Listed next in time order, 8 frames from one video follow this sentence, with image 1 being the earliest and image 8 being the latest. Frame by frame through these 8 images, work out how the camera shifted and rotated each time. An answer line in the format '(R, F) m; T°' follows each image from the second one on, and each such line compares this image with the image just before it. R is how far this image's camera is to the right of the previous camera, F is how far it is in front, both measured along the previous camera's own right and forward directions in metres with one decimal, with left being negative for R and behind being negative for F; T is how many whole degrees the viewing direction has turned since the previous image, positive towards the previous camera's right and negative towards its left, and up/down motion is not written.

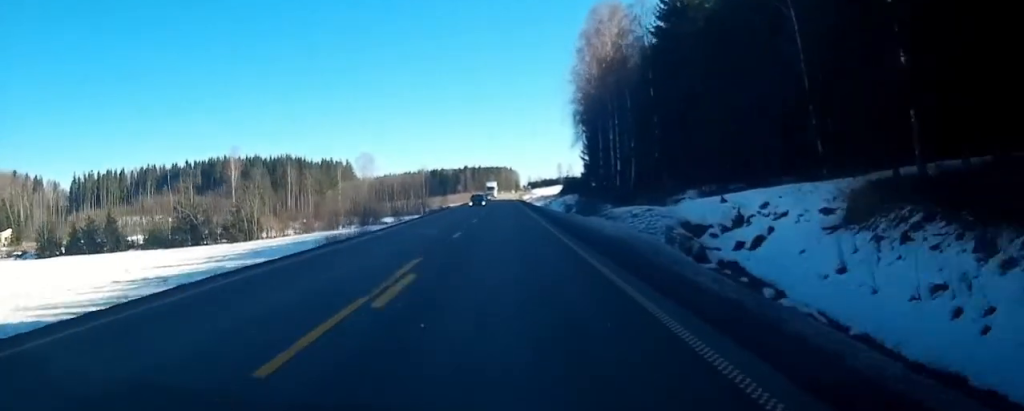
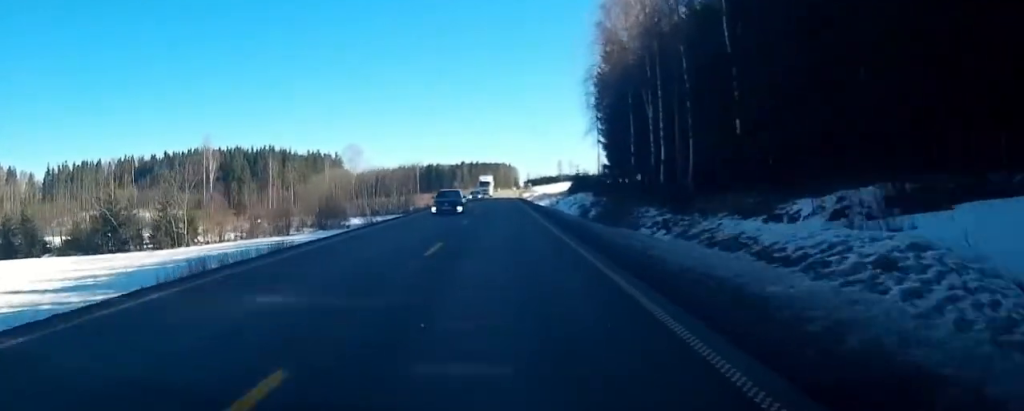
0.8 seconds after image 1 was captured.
(-0.3, +18.6) m; +1°
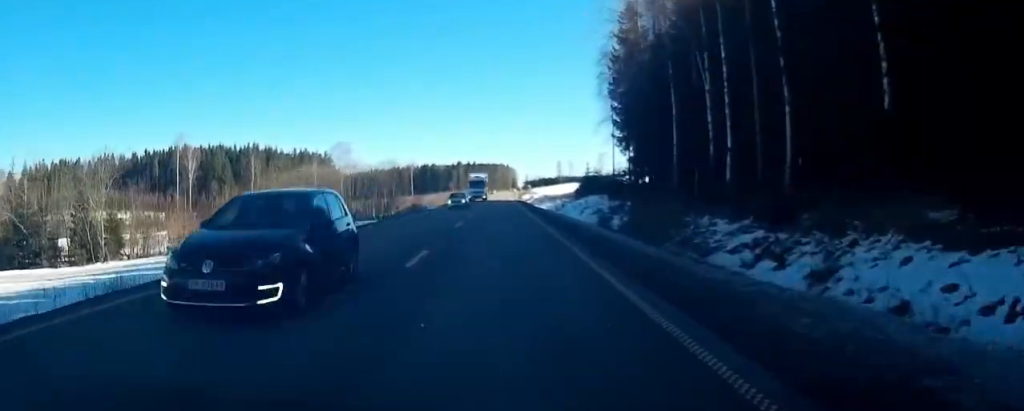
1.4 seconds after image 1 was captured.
(+0.2, +14.6) m; +1°
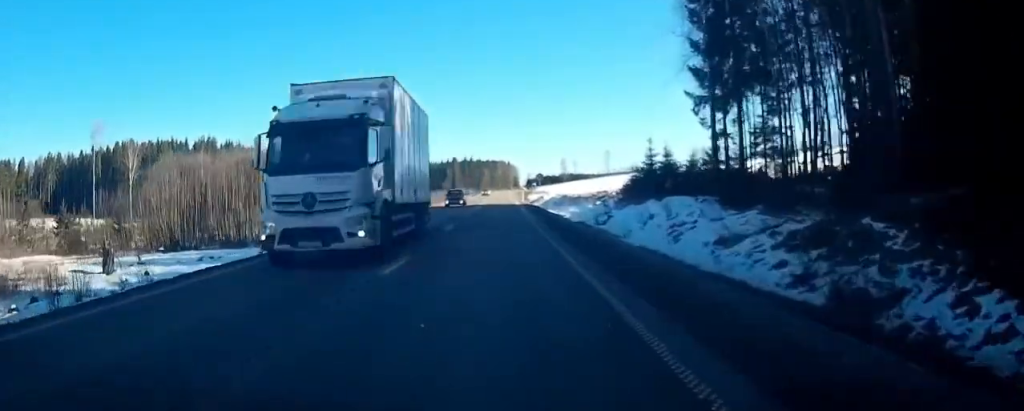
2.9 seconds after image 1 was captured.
(+0.4, +38.1) m; -1°
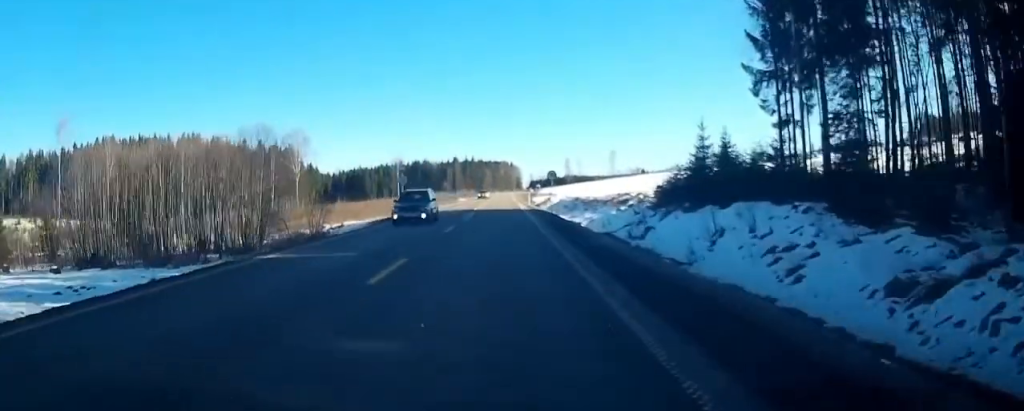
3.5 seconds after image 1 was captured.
(-0.2, +12.8) m; 0°
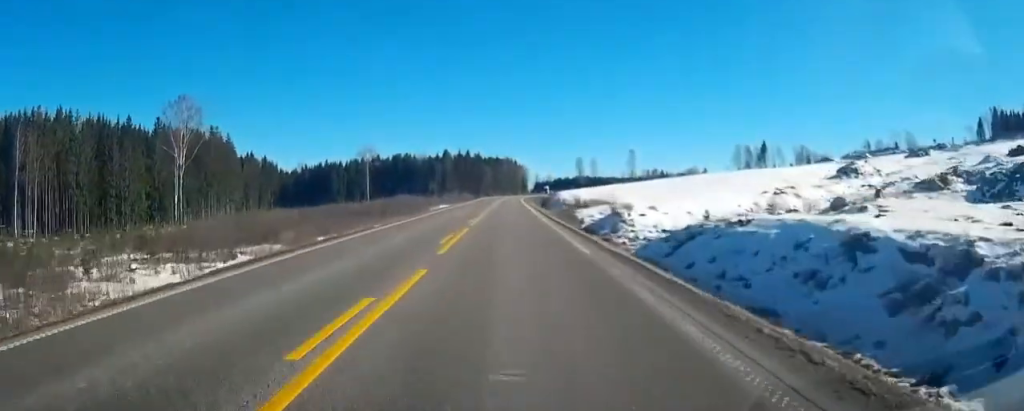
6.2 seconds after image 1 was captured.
(-0.1, +65.5) m; +1°
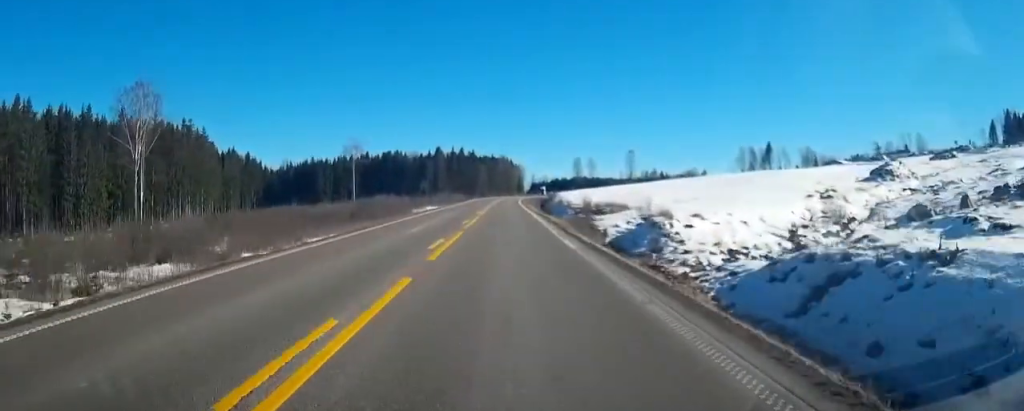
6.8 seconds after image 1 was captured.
(+0.1, +13.4) m; +1°
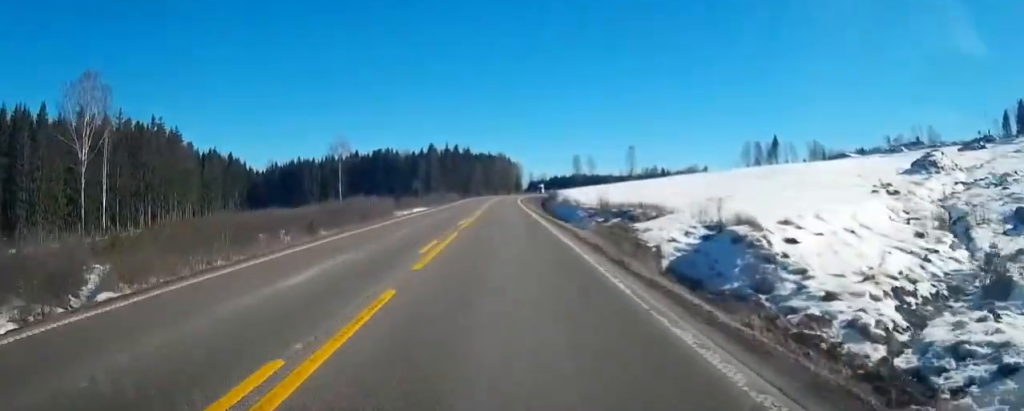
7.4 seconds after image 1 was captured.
(0.0, +13.4) m; 0°
